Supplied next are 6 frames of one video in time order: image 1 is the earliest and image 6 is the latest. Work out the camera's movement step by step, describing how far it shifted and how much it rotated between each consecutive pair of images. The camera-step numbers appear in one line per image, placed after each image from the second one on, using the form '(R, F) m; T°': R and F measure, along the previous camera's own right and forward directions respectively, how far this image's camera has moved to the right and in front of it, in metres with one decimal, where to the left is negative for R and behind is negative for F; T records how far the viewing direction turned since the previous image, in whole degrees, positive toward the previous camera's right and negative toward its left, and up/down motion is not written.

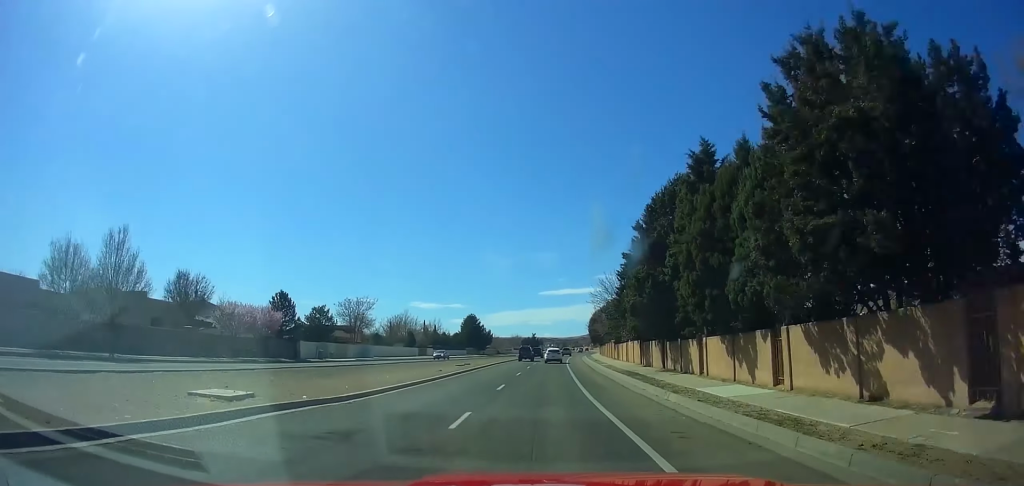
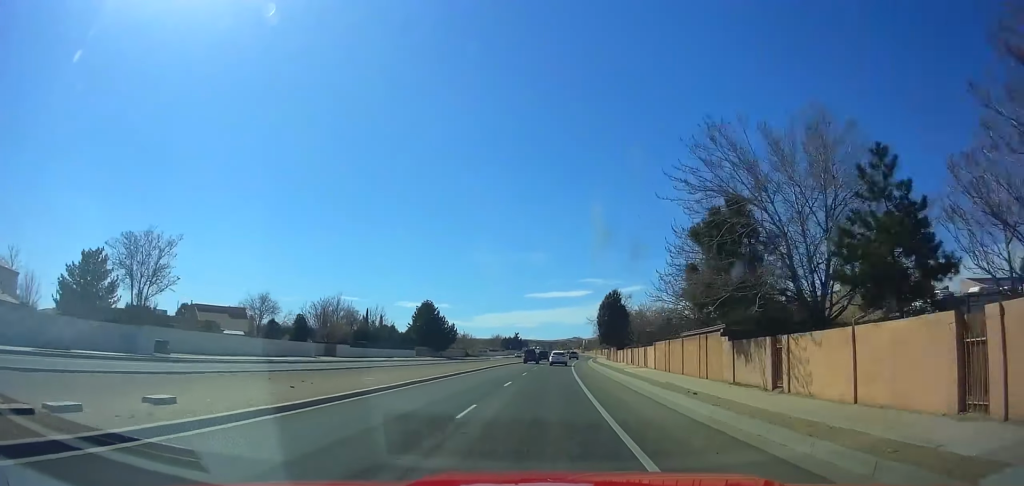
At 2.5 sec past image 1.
(-0.1, +46.6) m; +2°
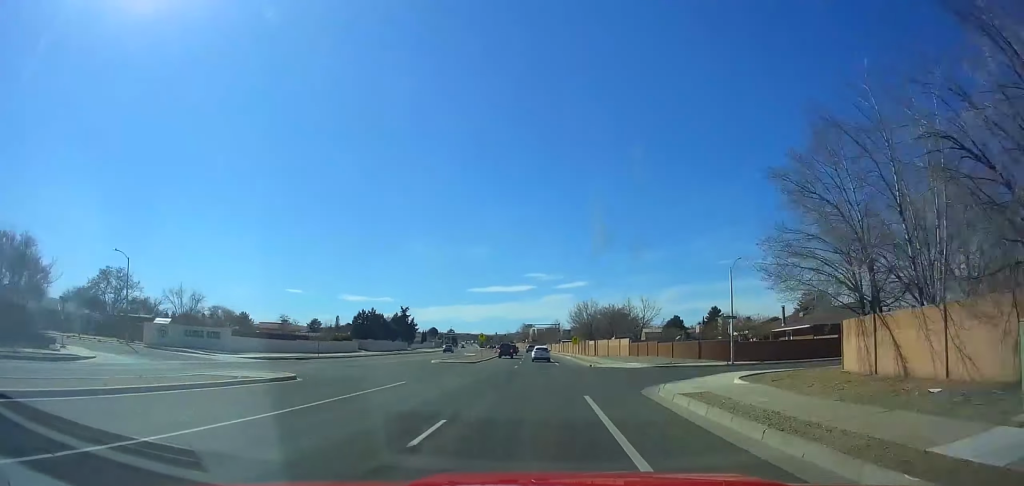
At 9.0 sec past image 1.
(+8.0, +122.4) m; +5°
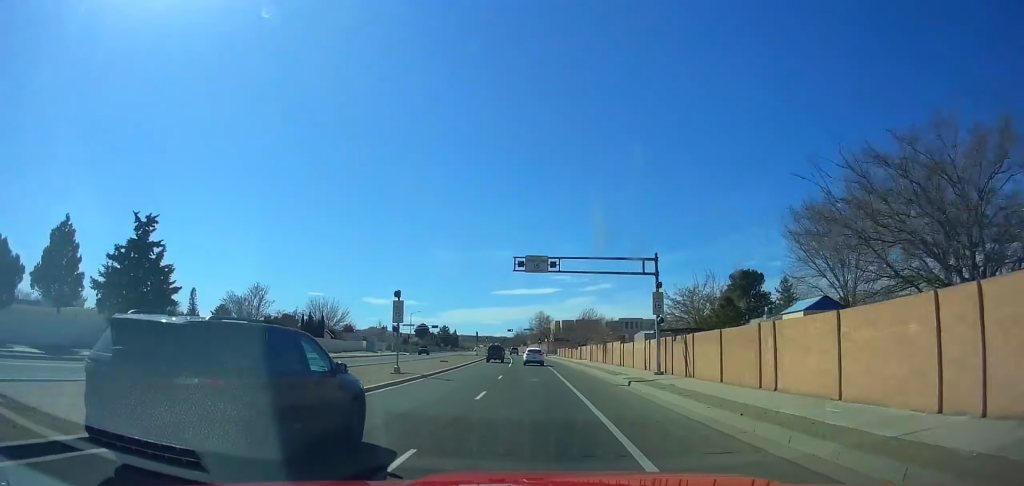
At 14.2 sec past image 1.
(-0.9, +97.3) m; -1°
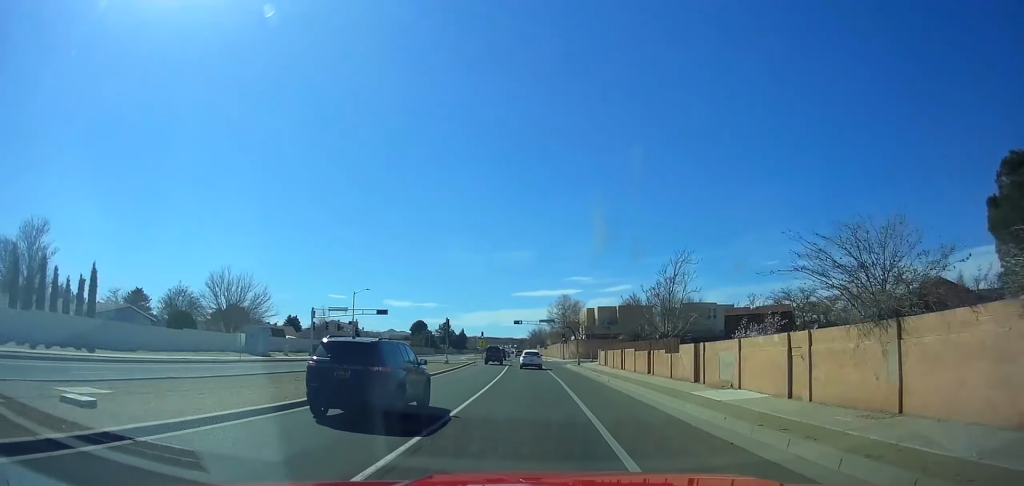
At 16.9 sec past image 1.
(-0.2, +49.8) m; -2°
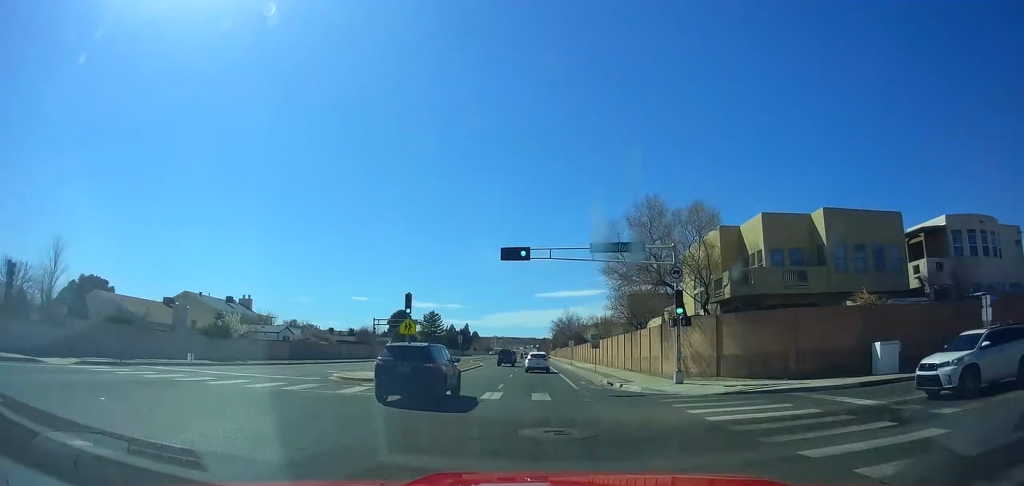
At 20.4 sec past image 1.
(-1.7, +64.0) m; -2°
